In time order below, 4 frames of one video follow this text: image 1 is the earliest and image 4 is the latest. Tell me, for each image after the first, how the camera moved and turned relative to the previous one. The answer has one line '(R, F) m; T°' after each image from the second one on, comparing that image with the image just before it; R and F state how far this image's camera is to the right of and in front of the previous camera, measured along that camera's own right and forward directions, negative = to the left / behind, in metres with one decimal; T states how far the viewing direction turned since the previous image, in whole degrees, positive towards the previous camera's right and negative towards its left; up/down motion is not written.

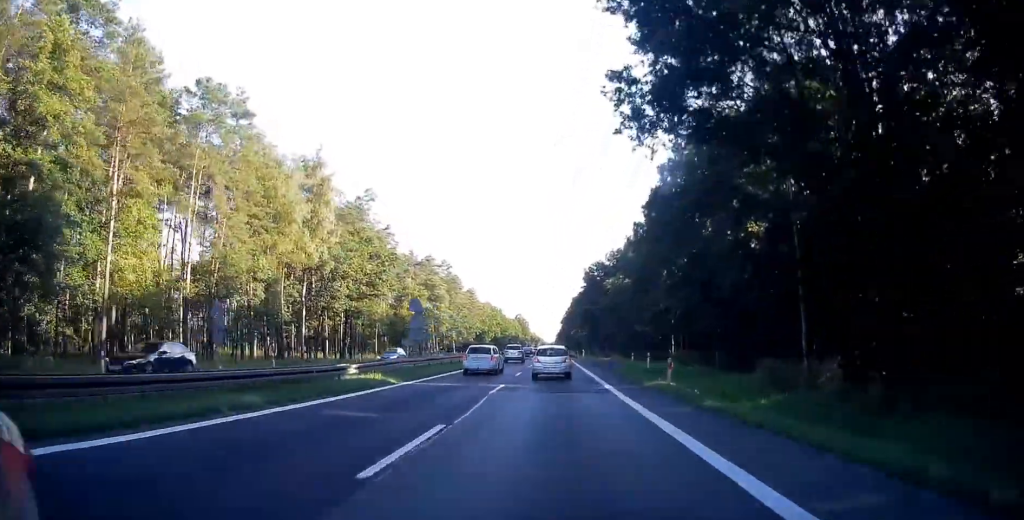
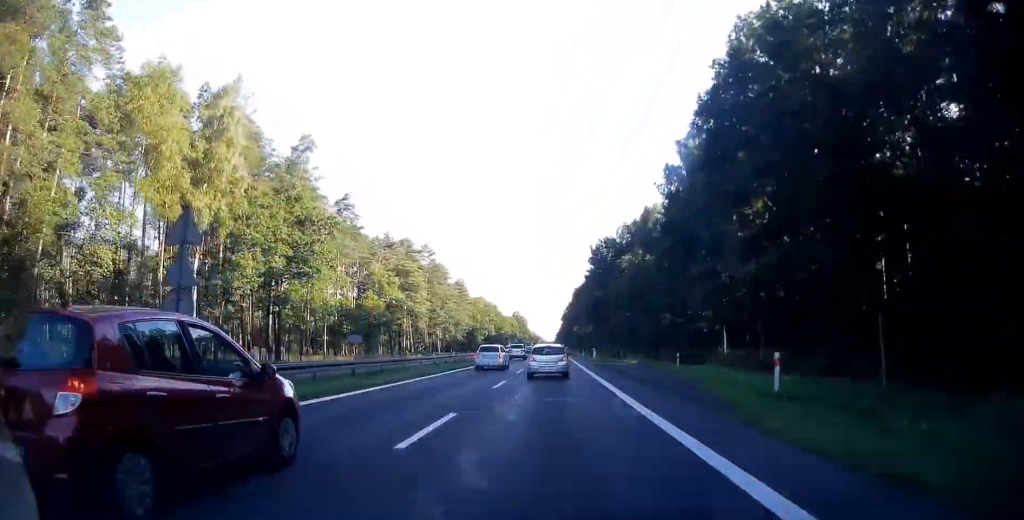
(-0.1, +16.2) m; 0°
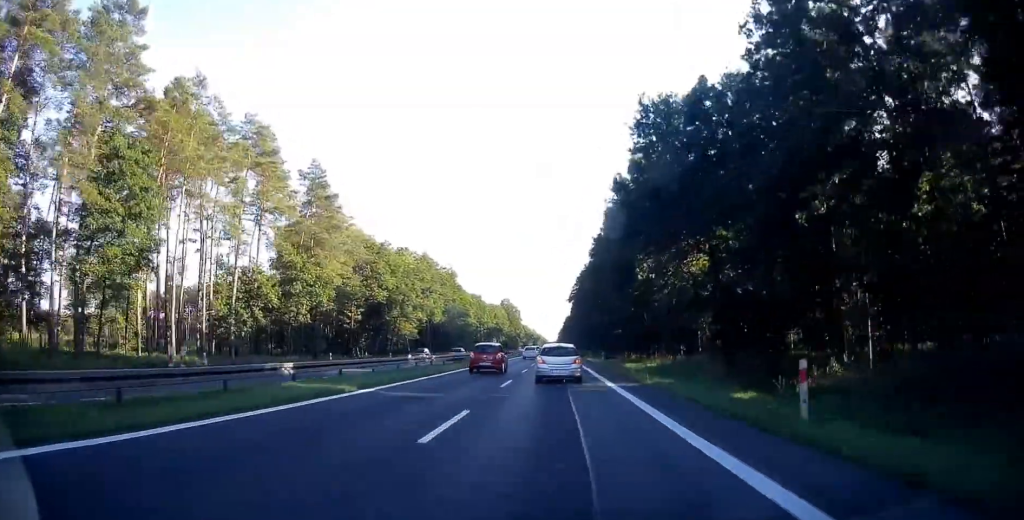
(+0.7, +94.9) m; +1°
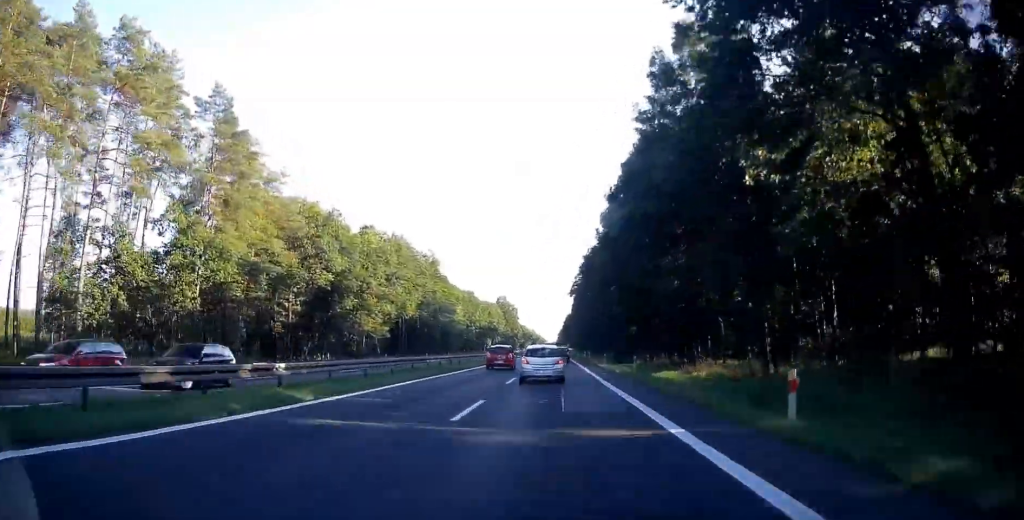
(0.0, +21.4) m; 0°
